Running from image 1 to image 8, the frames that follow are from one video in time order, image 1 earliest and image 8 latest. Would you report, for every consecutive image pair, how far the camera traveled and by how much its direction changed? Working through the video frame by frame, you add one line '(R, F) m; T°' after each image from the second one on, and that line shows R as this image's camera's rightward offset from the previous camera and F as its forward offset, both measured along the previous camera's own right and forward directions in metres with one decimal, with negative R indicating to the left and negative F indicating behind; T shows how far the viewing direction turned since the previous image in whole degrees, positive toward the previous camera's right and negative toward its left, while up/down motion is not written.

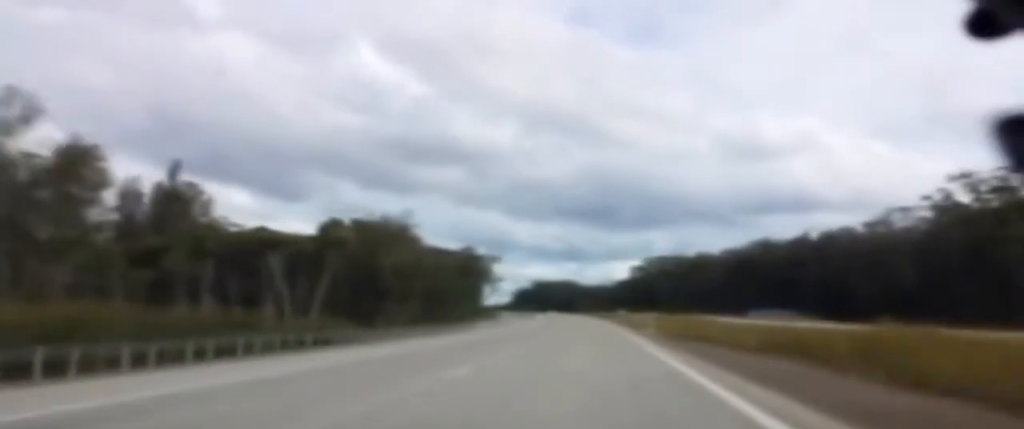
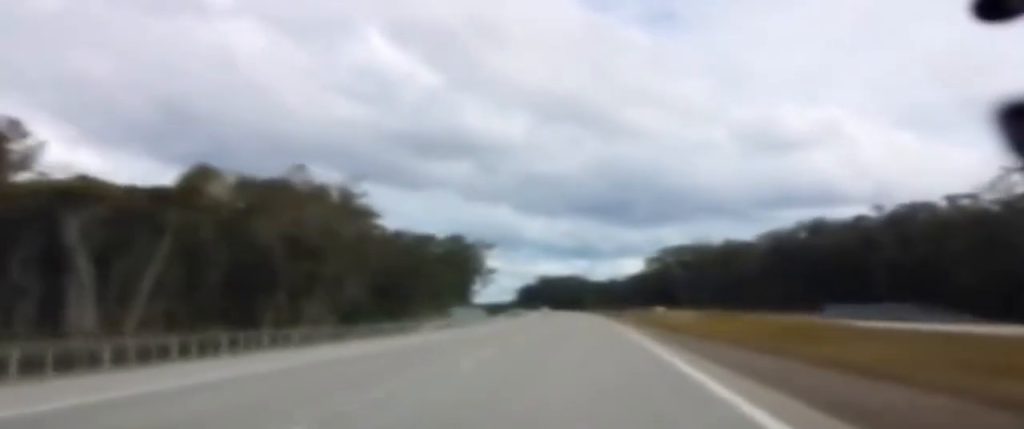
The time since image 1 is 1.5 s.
(+0.2, +44.3) m; -1°
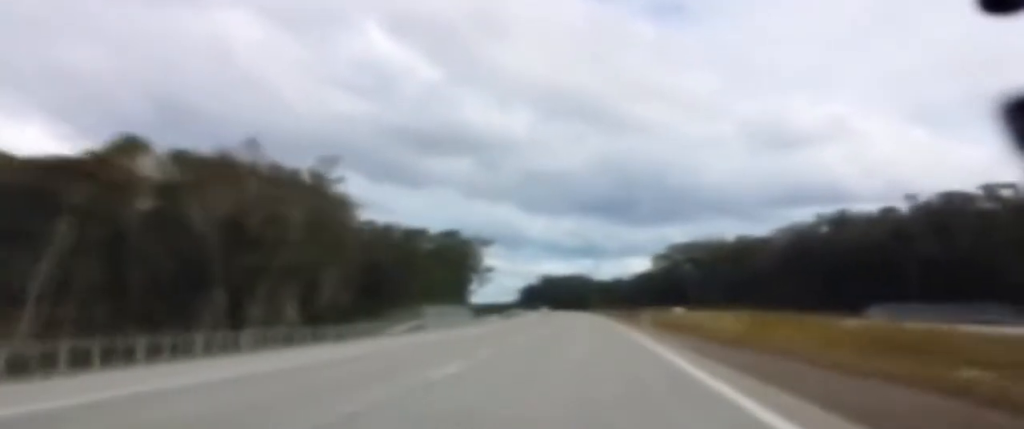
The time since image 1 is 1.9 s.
(-0.4, +13.1) m; -1°
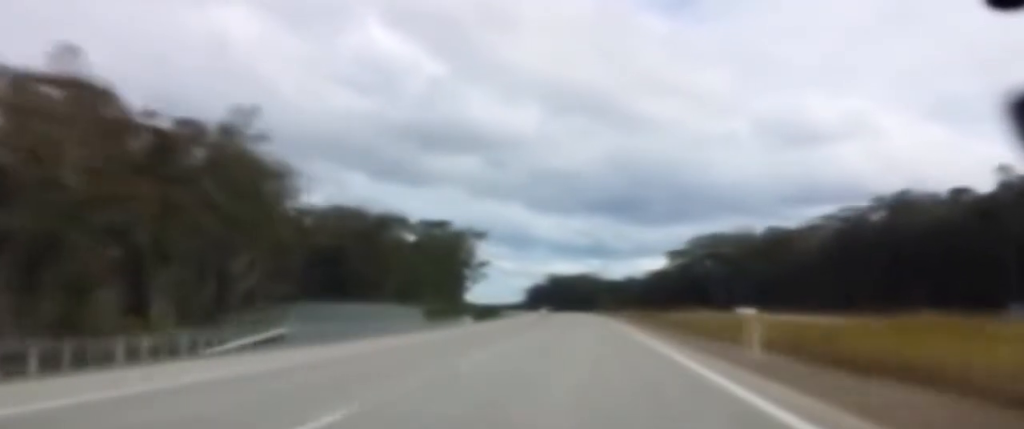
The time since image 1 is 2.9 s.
(-0.4, +30.3) m; -1°
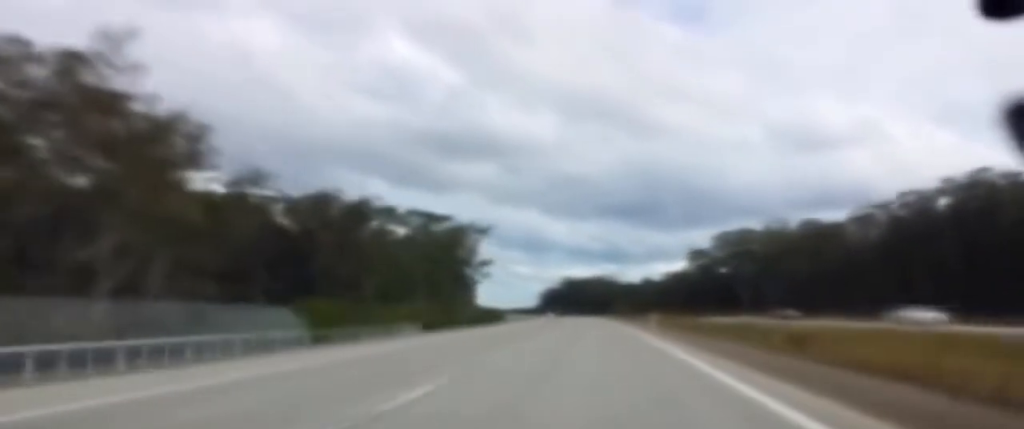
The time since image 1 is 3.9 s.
(0.0, +30.2) m; 0°
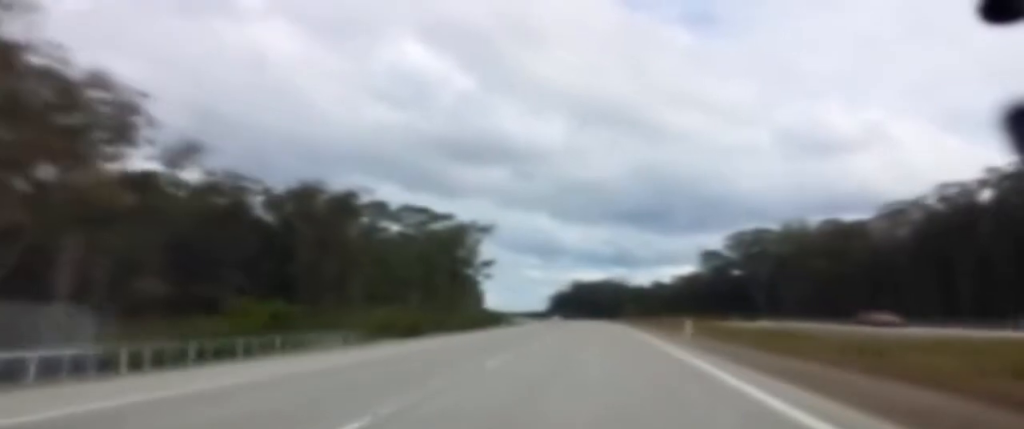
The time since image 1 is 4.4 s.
(0.0, +15.1) m; 0°
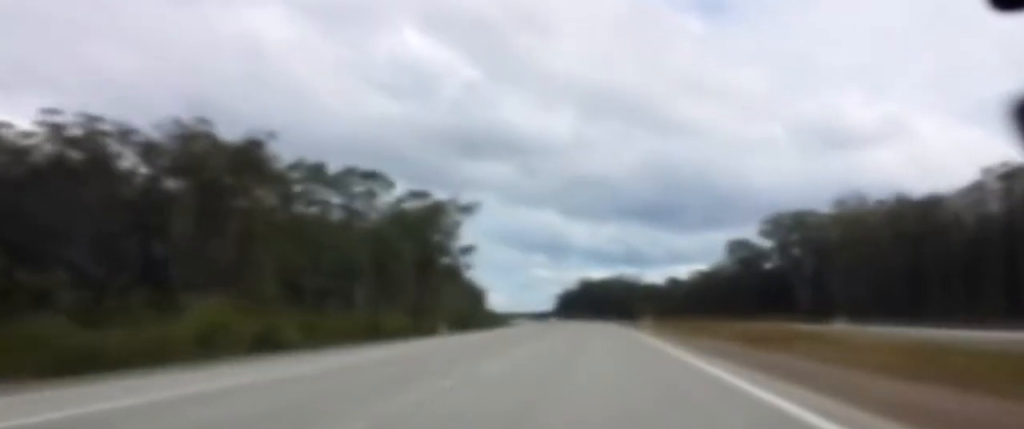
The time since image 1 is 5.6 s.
(-0.1, +35.3) m; 0°
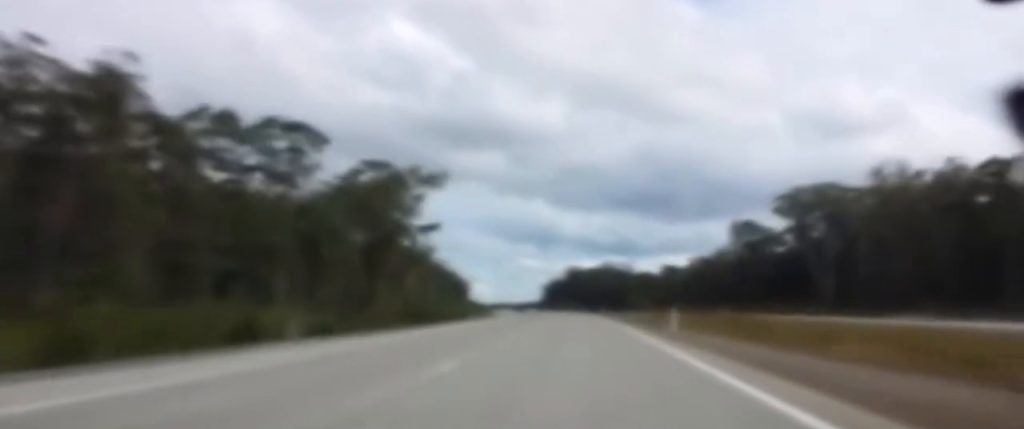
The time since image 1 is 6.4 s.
(+0.1, +25.2) m; -1°
